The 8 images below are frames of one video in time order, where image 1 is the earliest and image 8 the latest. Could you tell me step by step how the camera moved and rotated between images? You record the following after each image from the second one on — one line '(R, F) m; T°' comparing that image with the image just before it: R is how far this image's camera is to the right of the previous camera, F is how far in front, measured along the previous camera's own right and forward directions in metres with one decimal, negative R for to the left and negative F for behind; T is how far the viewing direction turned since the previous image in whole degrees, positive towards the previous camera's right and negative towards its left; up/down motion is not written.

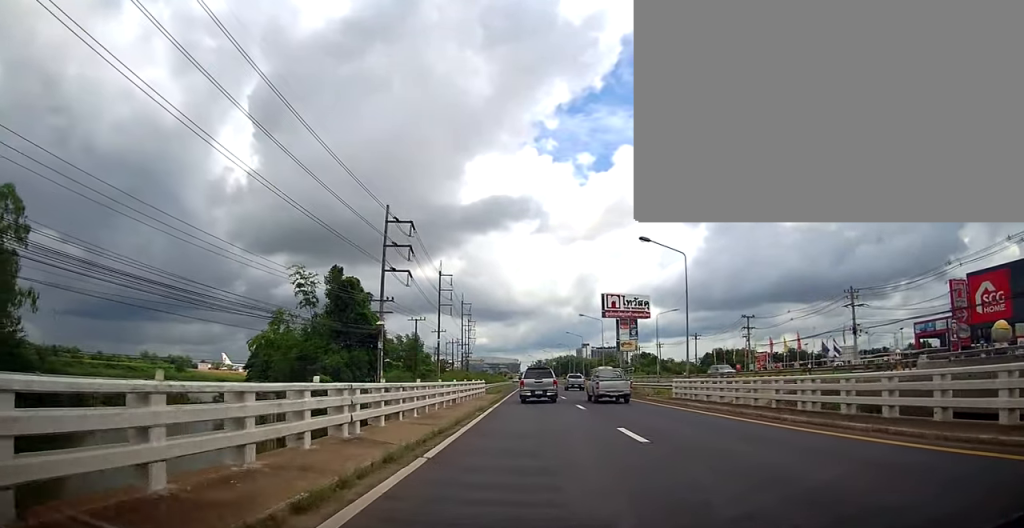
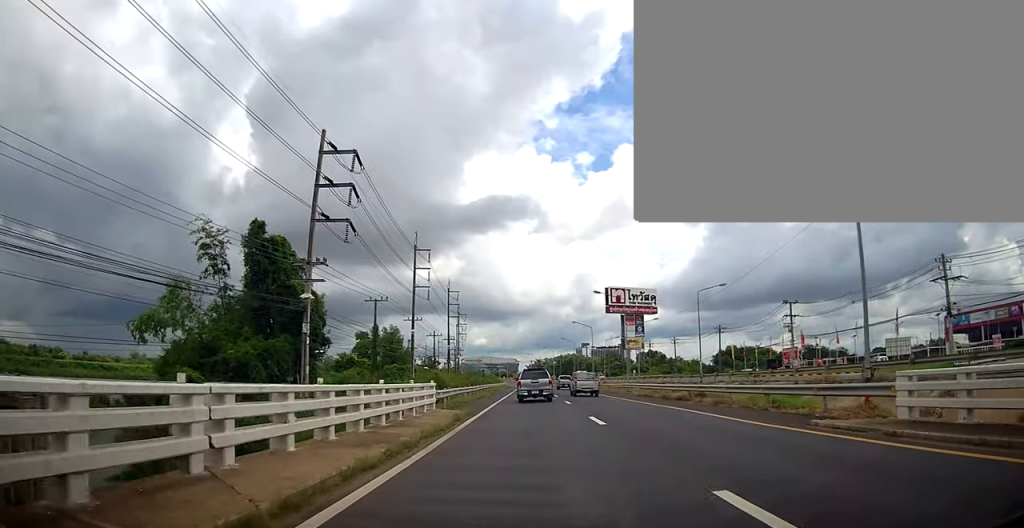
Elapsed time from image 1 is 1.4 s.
(+0.6, +18.4) m; +2°
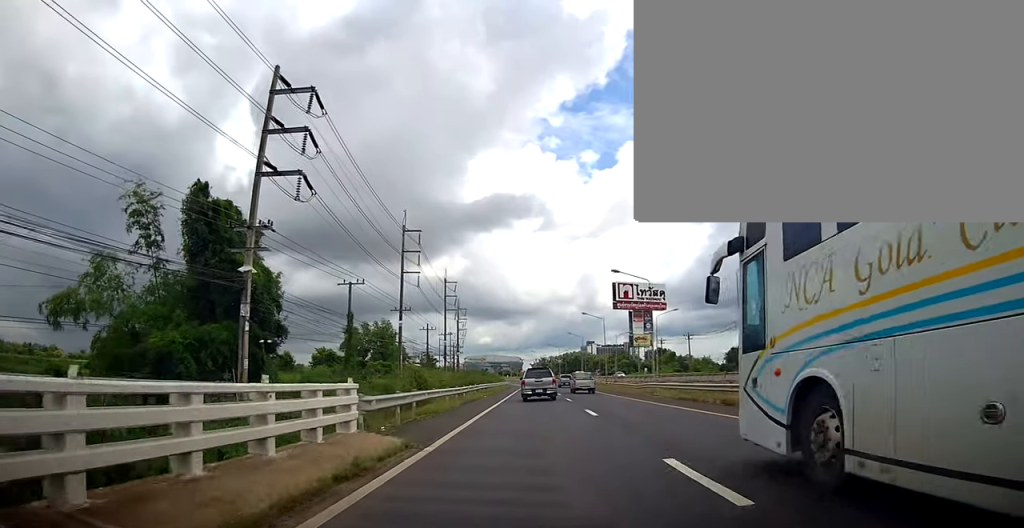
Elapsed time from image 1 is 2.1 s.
(0.0, +9.1) m; 0°
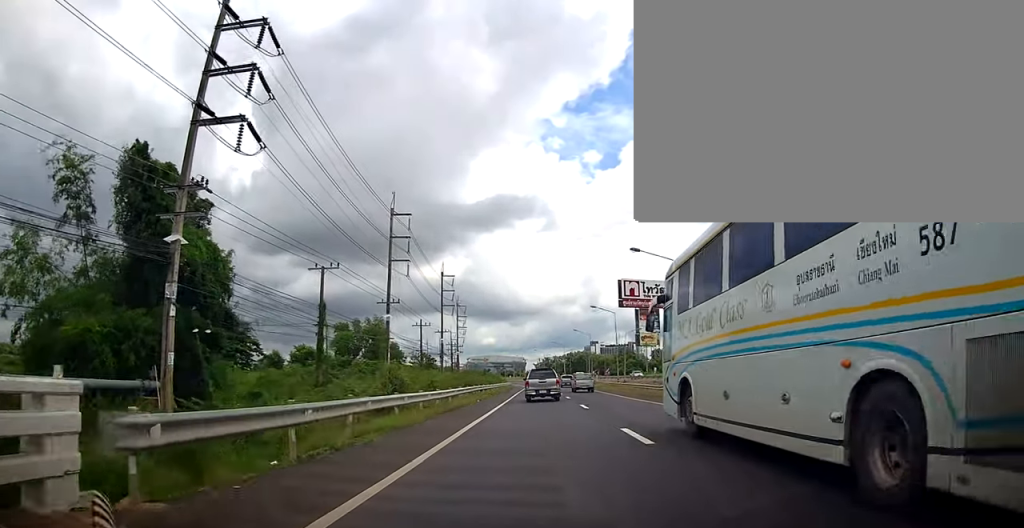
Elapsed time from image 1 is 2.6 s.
(0.0, +6.9) m; 0°
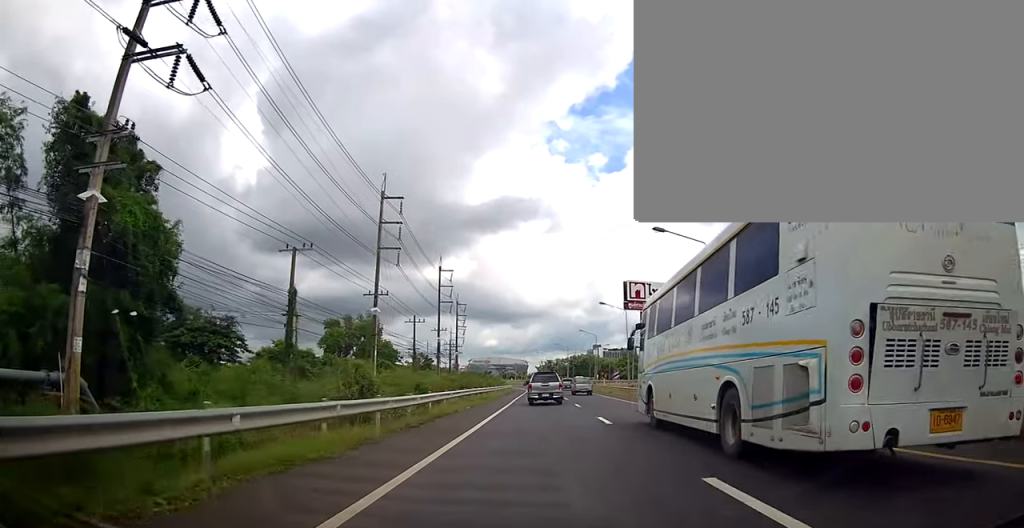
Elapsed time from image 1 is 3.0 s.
(0.0, +5.7) m; 0°
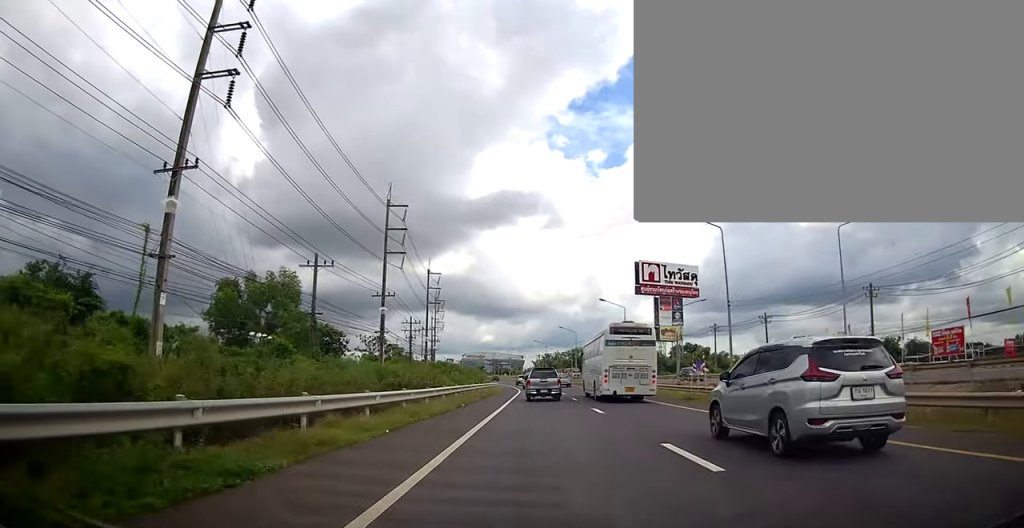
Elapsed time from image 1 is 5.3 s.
(-0.3, +31.4) m; -1°
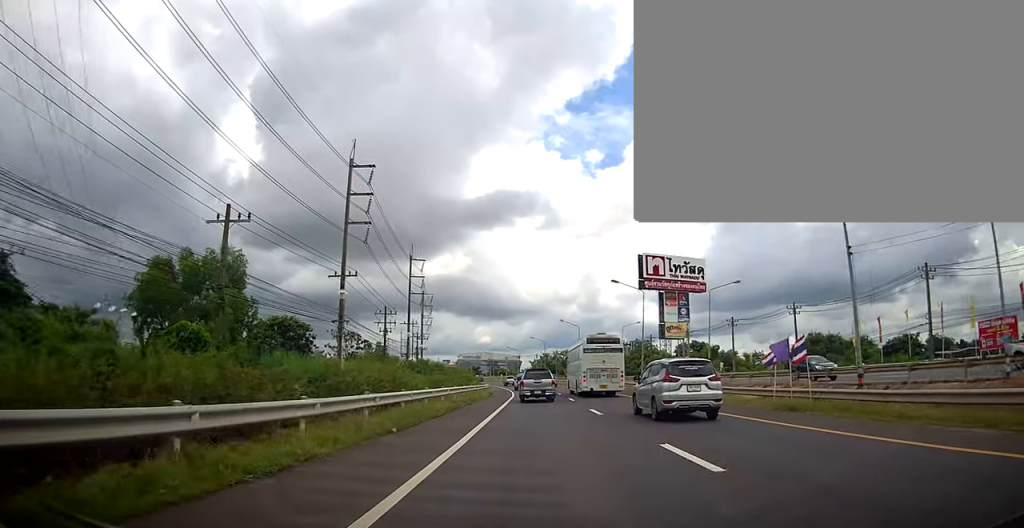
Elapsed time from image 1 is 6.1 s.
(0.0, +11.6) m; 0°
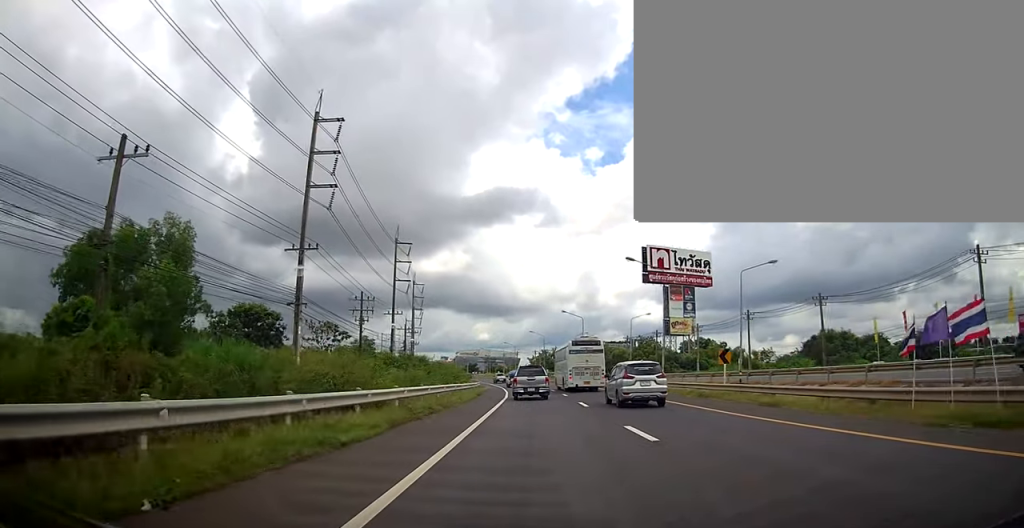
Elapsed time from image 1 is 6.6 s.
(0.0, +8.3) m; 0°
